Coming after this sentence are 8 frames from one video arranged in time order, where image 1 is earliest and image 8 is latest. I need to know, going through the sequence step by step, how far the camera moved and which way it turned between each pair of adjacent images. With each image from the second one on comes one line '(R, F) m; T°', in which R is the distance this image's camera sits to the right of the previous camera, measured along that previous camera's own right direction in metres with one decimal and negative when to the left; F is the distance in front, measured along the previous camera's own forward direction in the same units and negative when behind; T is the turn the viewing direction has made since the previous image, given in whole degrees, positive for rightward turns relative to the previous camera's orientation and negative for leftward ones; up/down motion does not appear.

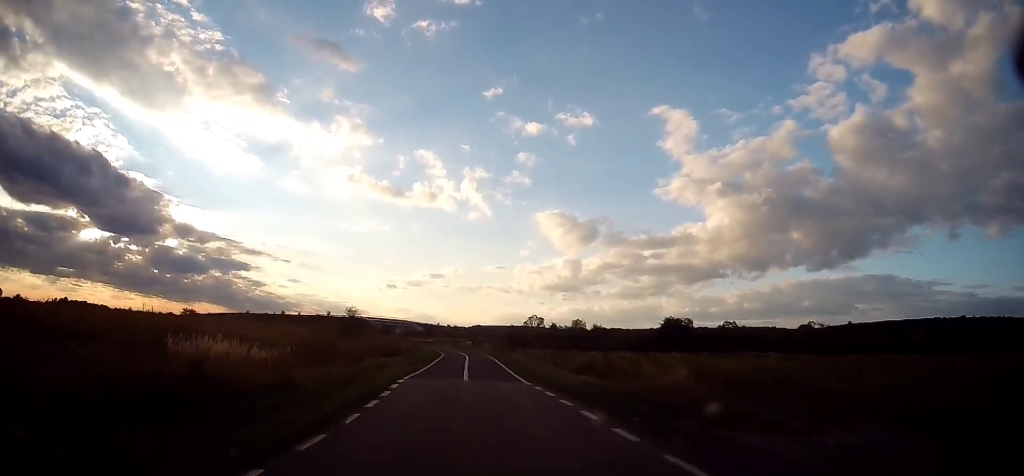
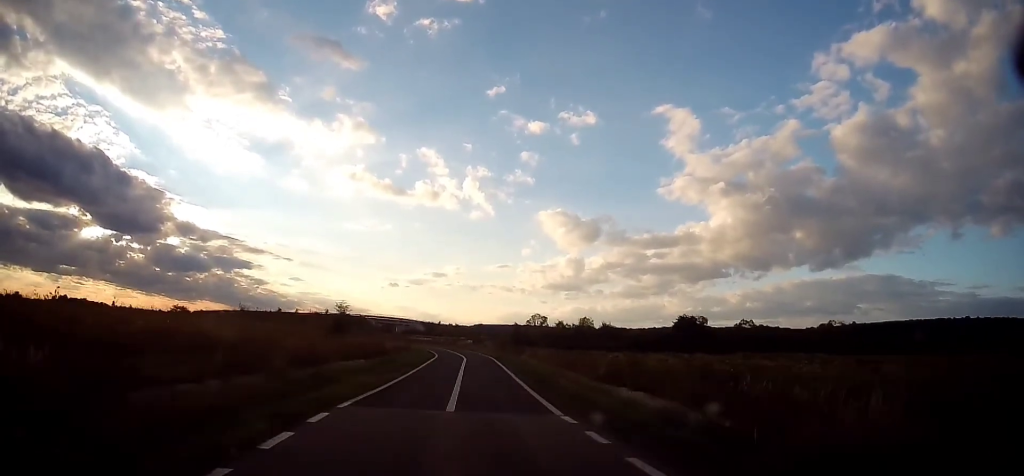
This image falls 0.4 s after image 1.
(-0.2, +7.9) m; 0°
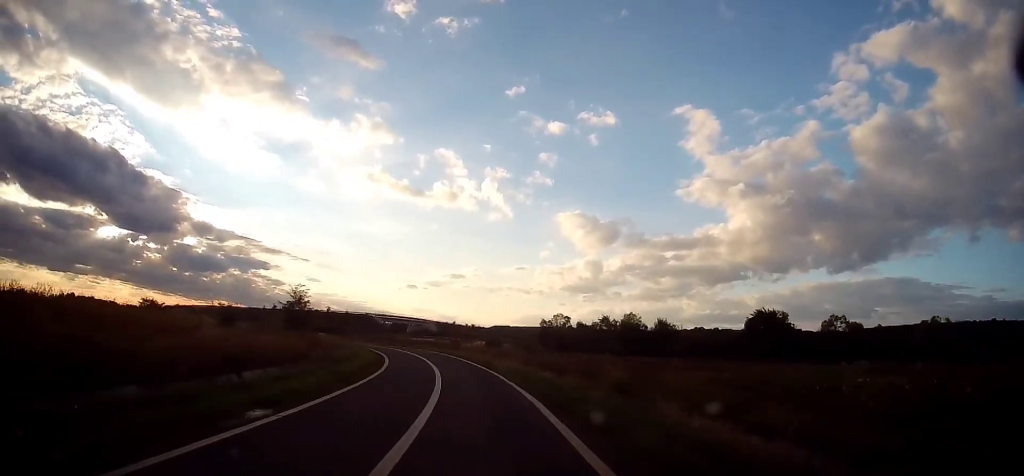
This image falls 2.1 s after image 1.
(+0.1, +29.2) m; -1°
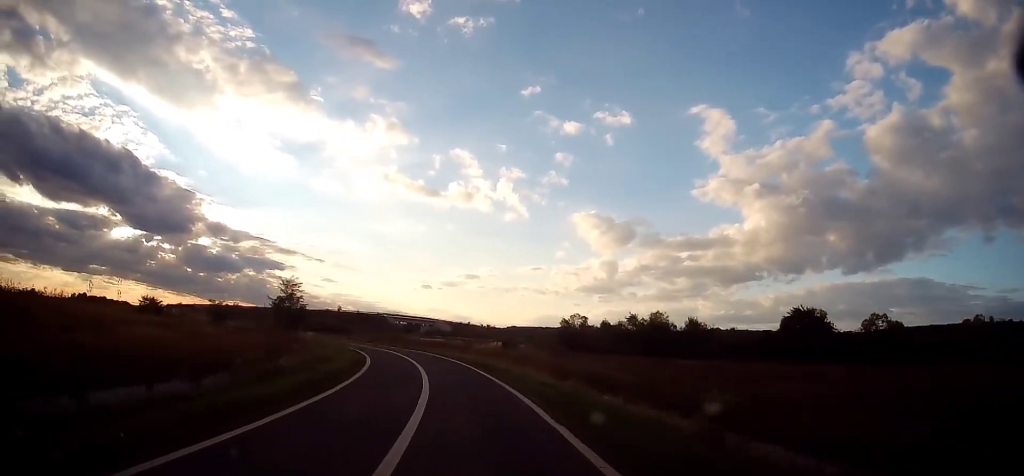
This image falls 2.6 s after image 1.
(+0.1, +7.8) m; -1°
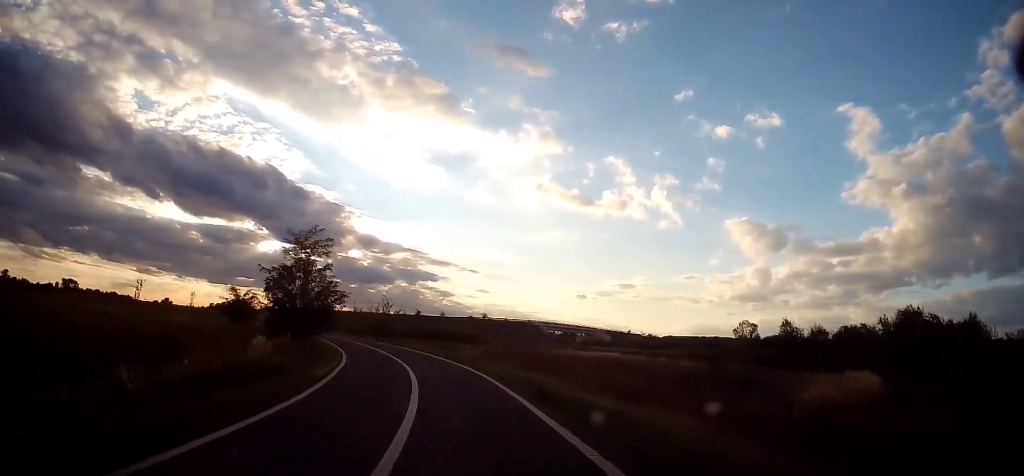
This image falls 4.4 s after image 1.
(-2.9, +31.4) m; -14°
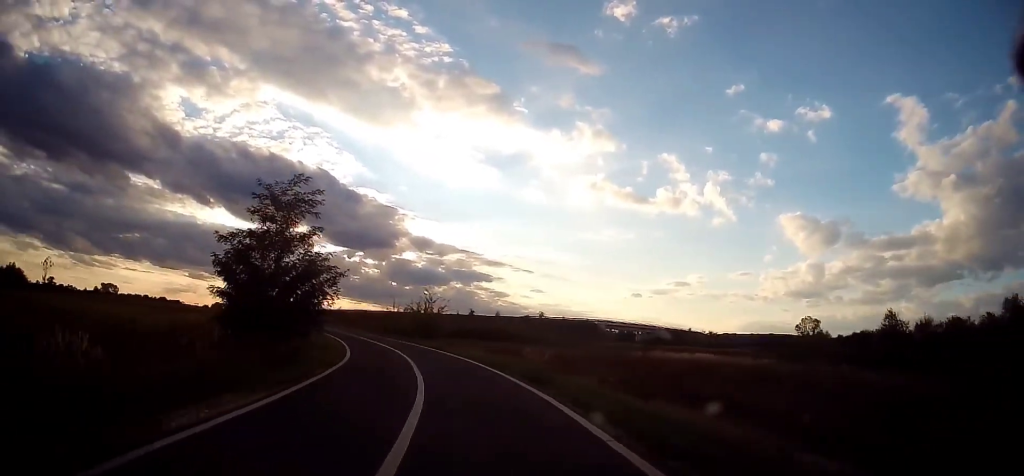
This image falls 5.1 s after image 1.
(-0.9, +10.1) m; -6°
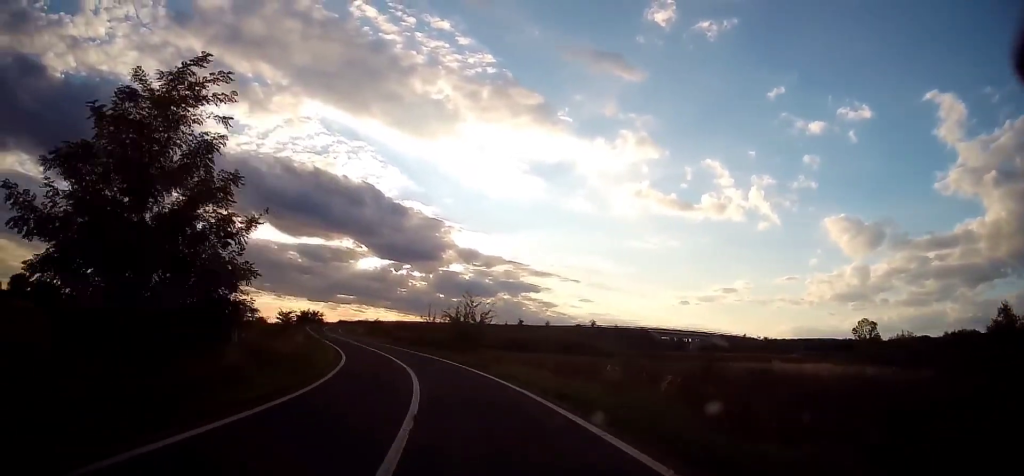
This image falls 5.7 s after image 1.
(-0.5, +10.2) m; -6°
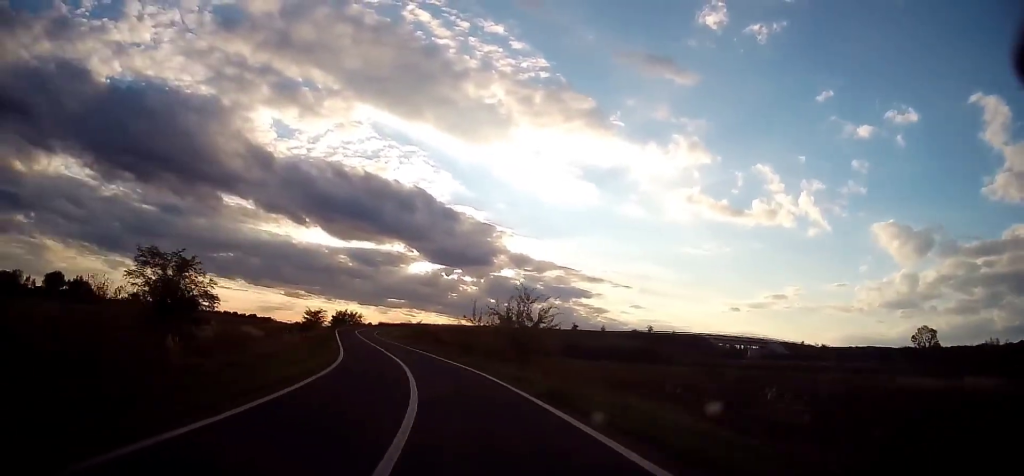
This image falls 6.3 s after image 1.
(-0.5, +9.6) m; -4°
